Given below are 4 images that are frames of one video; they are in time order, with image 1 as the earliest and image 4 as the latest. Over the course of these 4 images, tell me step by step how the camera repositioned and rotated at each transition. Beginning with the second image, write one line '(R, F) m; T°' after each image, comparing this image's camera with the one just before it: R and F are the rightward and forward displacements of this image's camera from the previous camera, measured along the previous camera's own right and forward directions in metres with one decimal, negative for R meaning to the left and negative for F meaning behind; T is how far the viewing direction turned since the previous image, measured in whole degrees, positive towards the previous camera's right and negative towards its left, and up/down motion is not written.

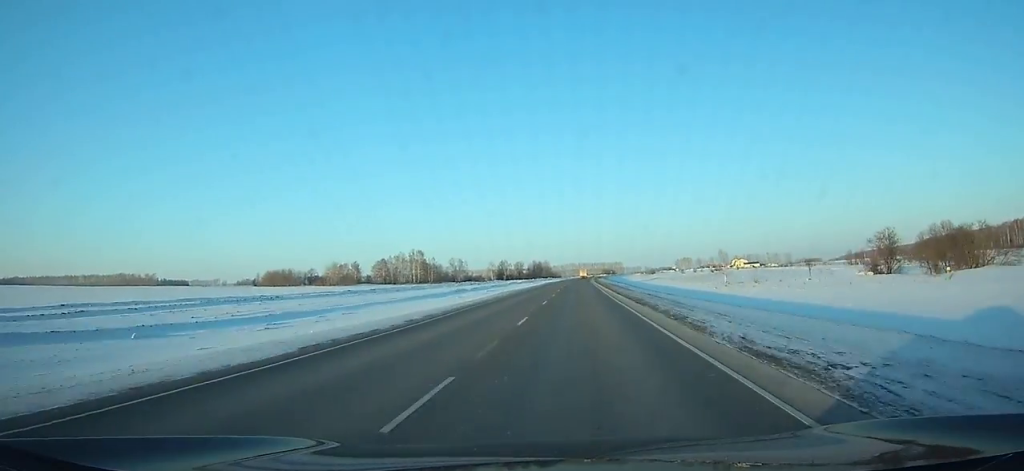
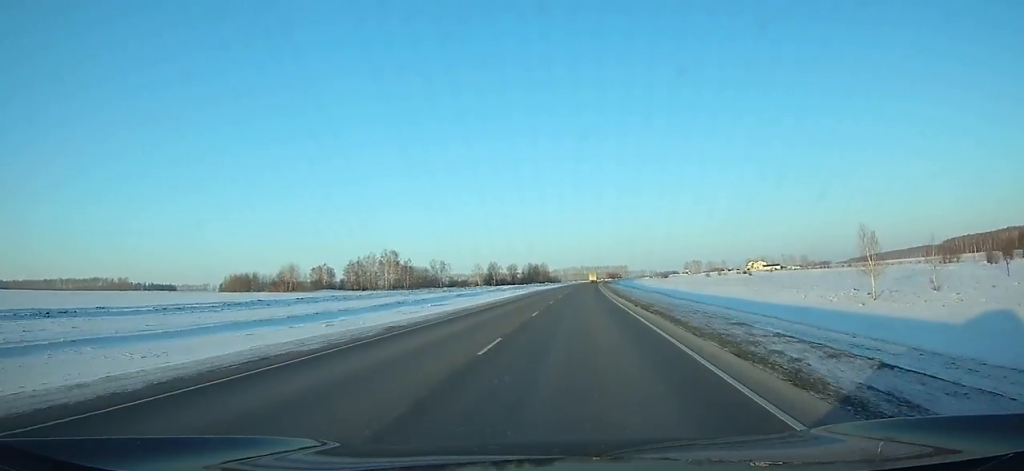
(0.0, +56.2) m; 0°
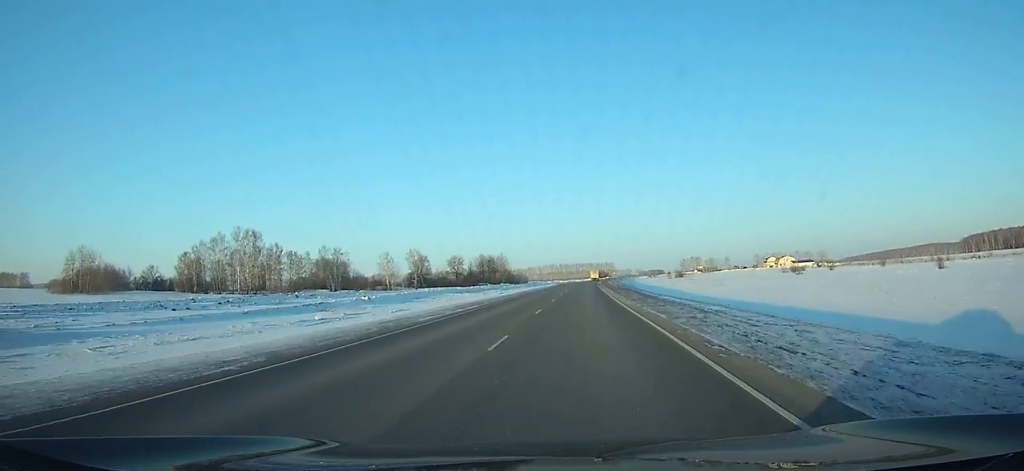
(+1.0, +120.5) m; +1°
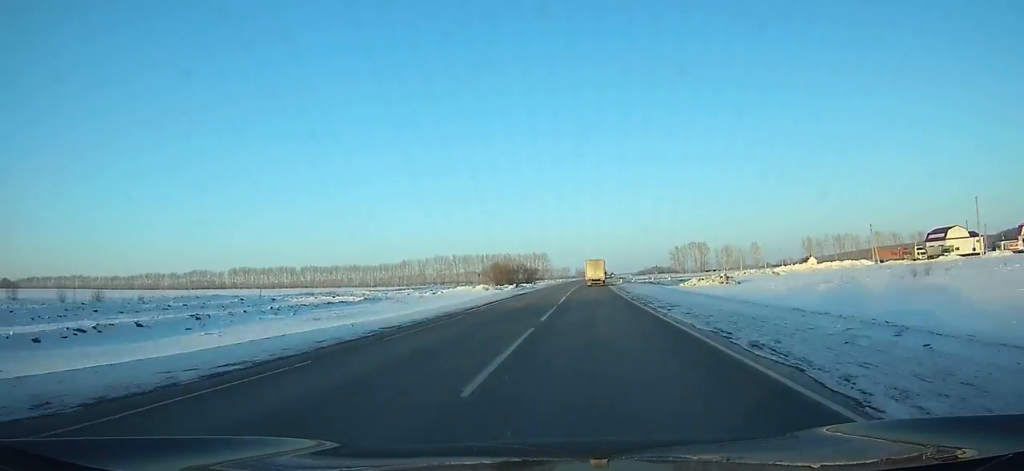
(+15.4, +303.6) m; +6°
